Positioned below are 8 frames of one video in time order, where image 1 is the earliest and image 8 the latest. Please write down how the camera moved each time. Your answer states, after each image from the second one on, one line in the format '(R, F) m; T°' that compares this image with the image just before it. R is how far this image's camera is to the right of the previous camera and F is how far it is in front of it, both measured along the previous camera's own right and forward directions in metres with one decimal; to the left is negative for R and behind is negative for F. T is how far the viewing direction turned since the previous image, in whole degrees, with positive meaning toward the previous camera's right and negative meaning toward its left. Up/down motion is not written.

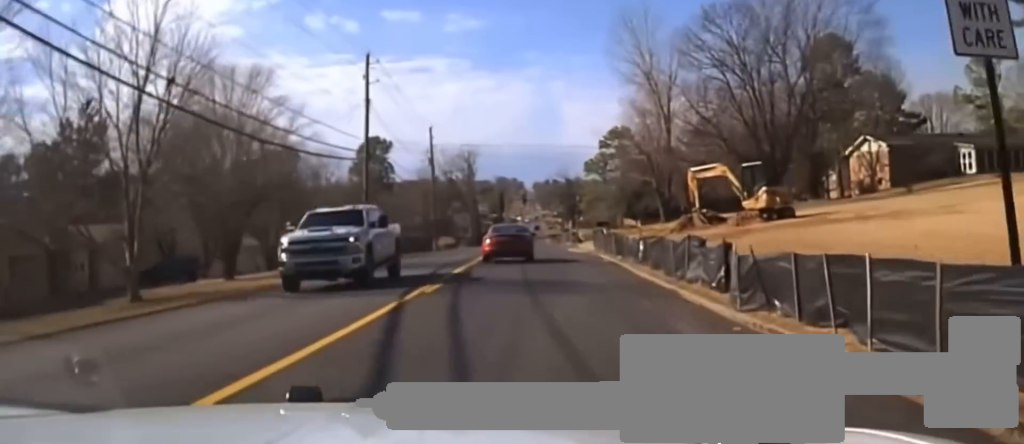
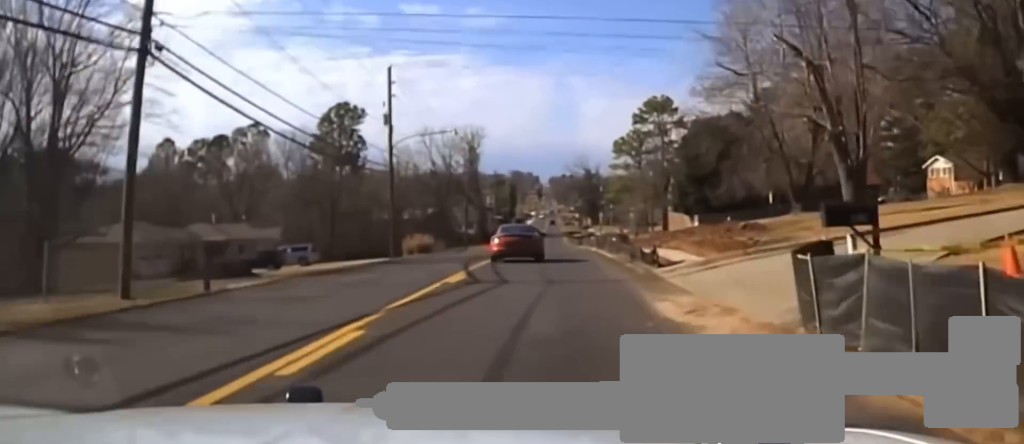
(-0.3, +32.4) m; -2°
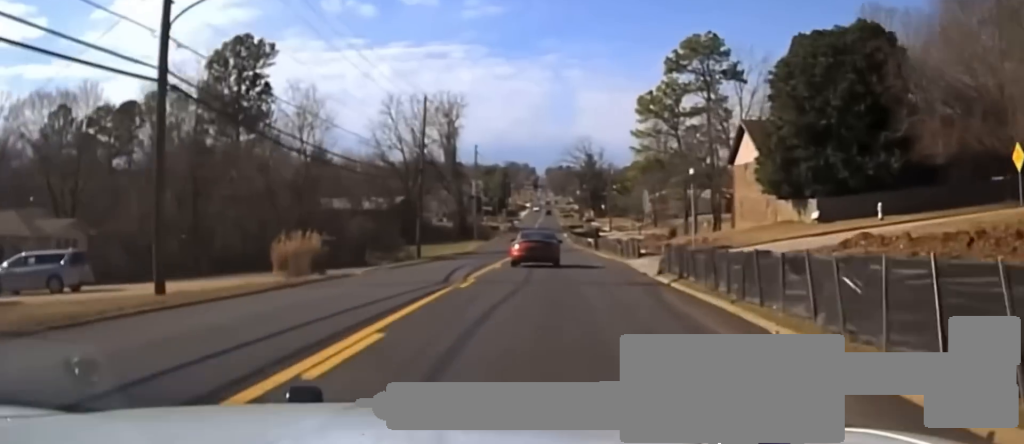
(-1.0, +37.2) m; -1°
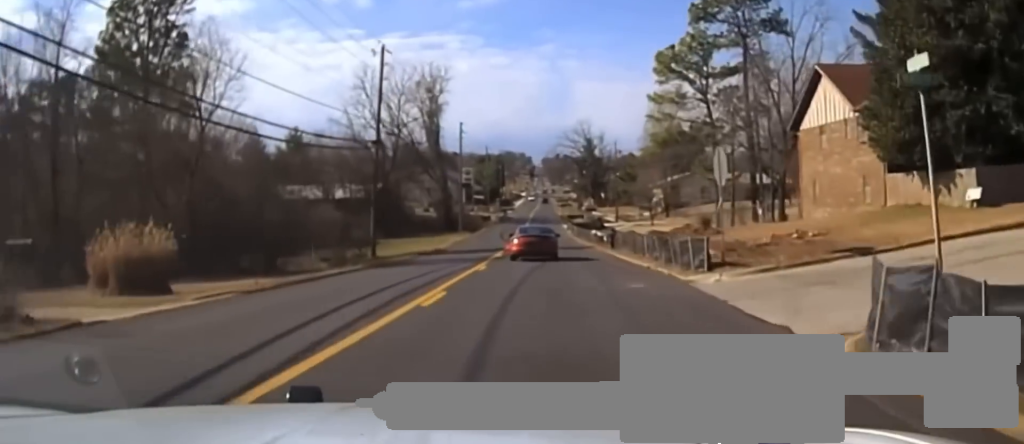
(0.0, +17.9) m; +1°
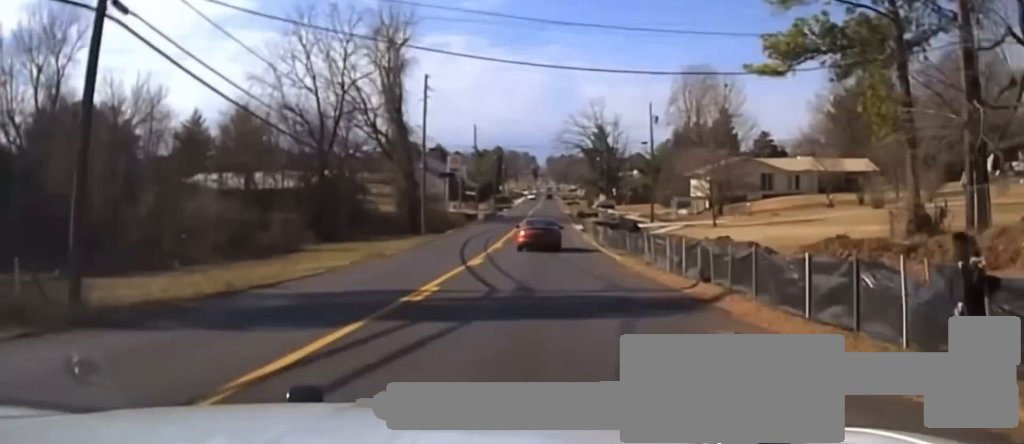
(+0.5, +36.9) m; +1°
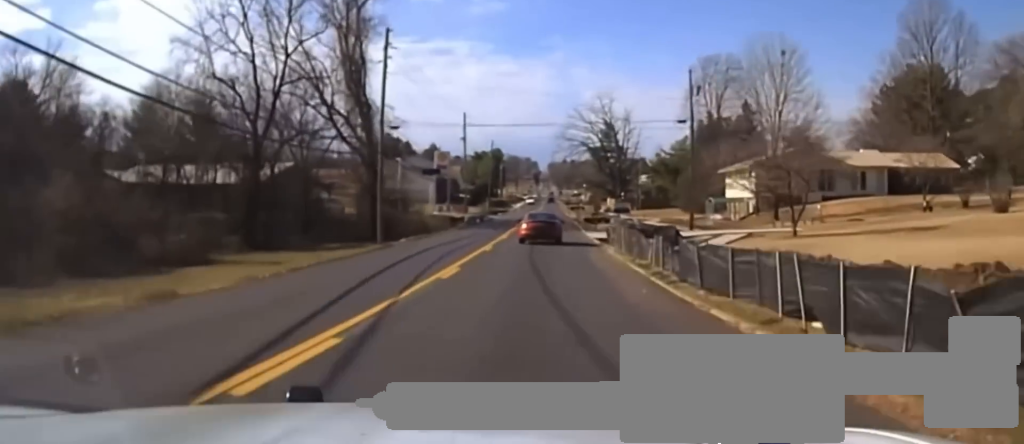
(0.0, +22.4) m; 0°
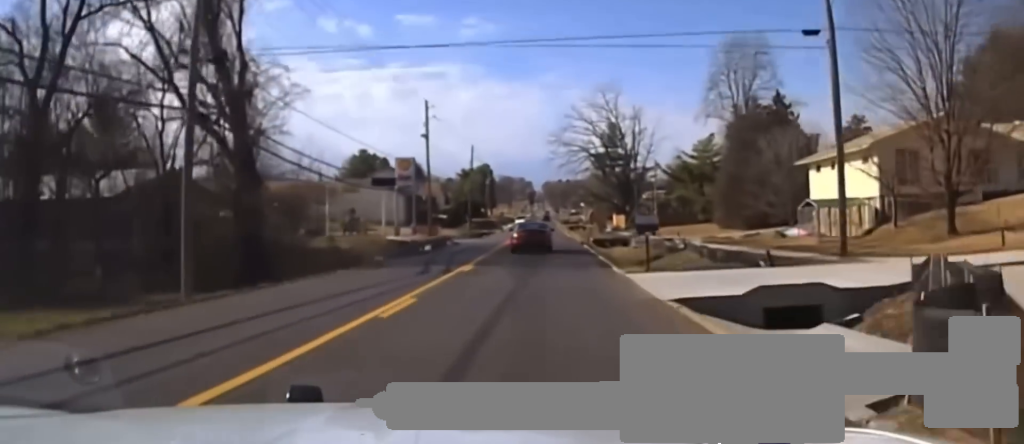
(-0.1, +29.5) m; -1°
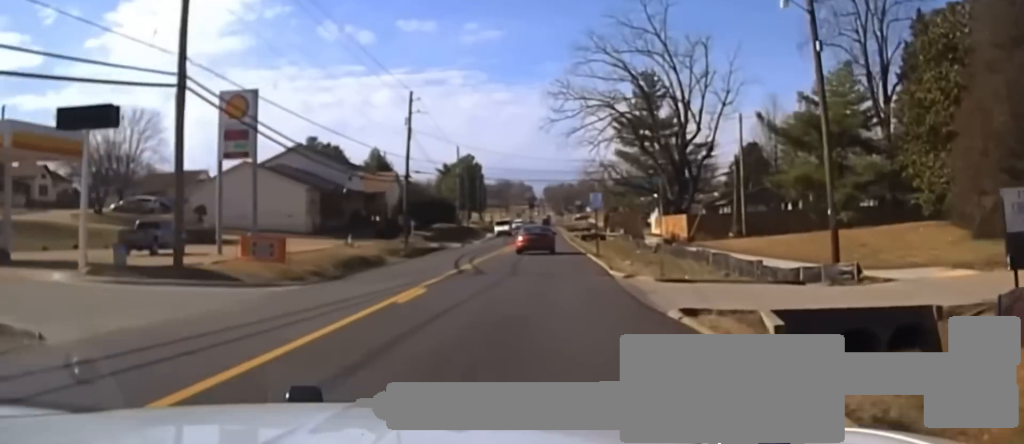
(-0.5, +53.6) m; 0°
